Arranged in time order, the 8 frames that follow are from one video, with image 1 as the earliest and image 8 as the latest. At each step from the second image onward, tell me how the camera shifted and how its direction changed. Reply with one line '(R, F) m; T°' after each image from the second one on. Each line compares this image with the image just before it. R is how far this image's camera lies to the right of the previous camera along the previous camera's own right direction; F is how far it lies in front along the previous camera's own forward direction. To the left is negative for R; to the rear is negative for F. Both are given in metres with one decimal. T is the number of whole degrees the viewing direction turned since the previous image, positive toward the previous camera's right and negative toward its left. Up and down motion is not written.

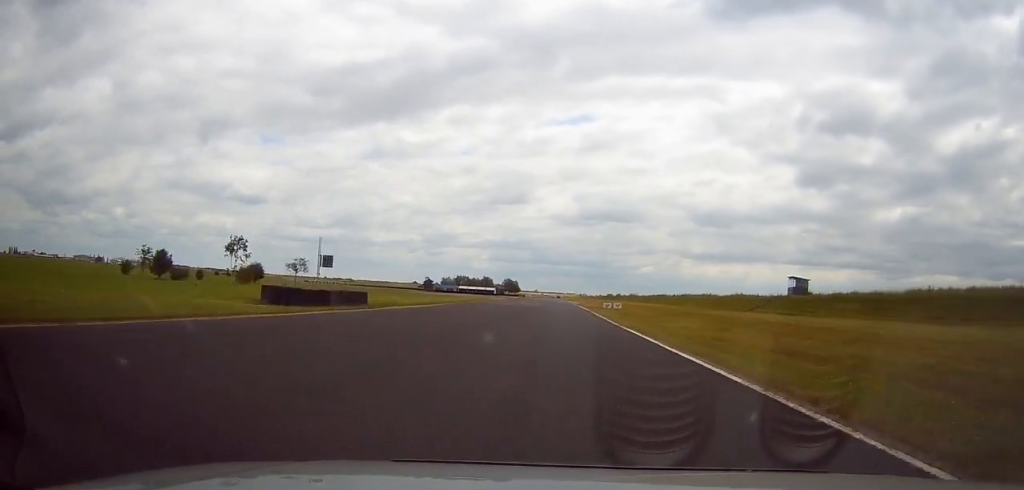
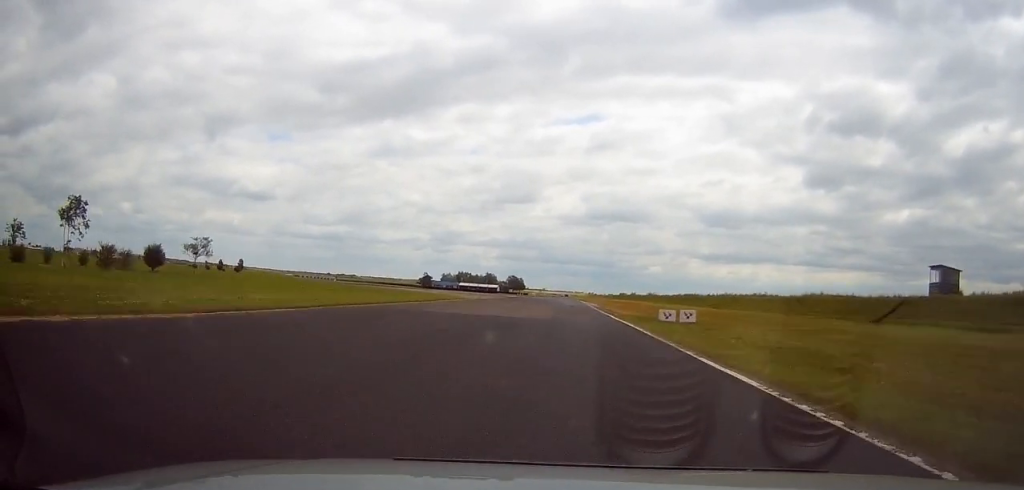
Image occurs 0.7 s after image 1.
(-0.5, +34.1) m; 0°
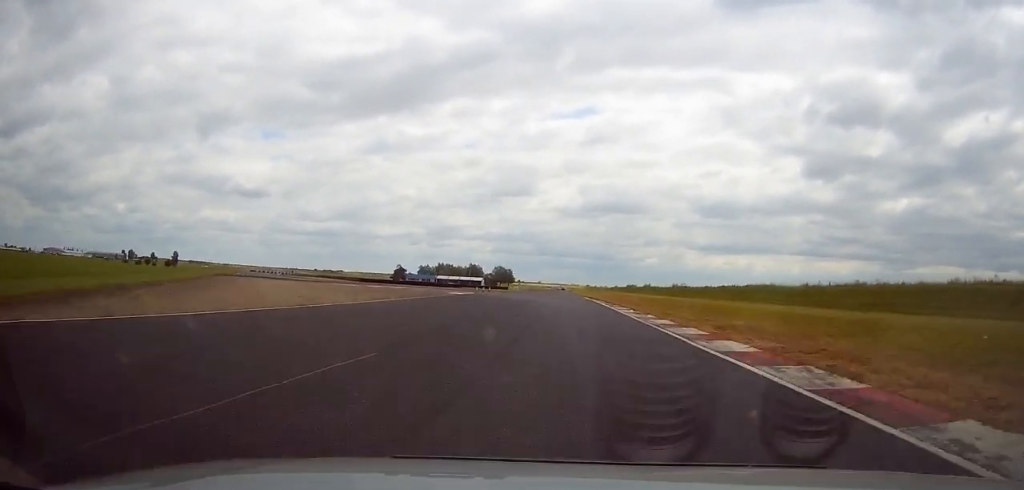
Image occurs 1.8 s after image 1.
(0.0, +62.1) m; 0°
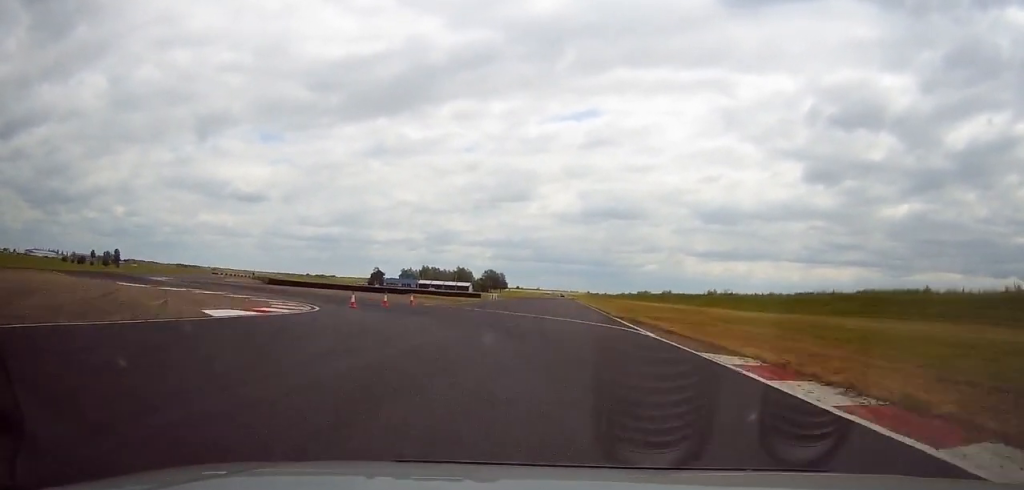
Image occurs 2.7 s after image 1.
(0.0, +46.7) m; 0°
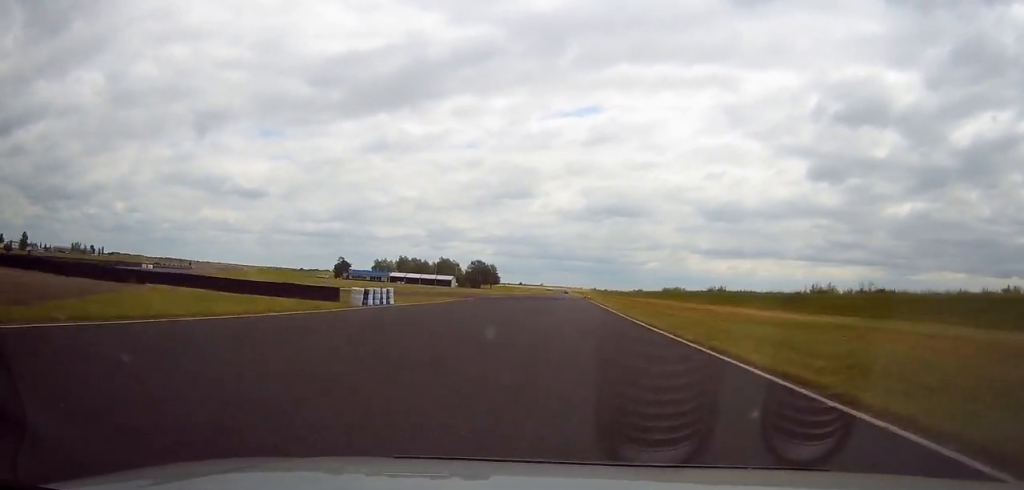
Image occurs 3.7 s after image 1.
(-0.1, +59.5) m; 0°
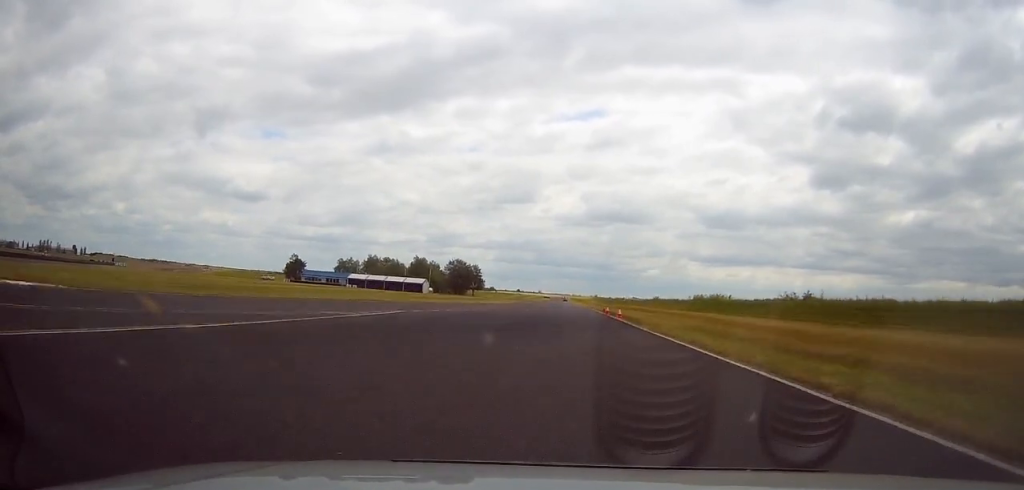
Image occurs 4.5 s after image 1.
(0.0, +50.0) m; 0°
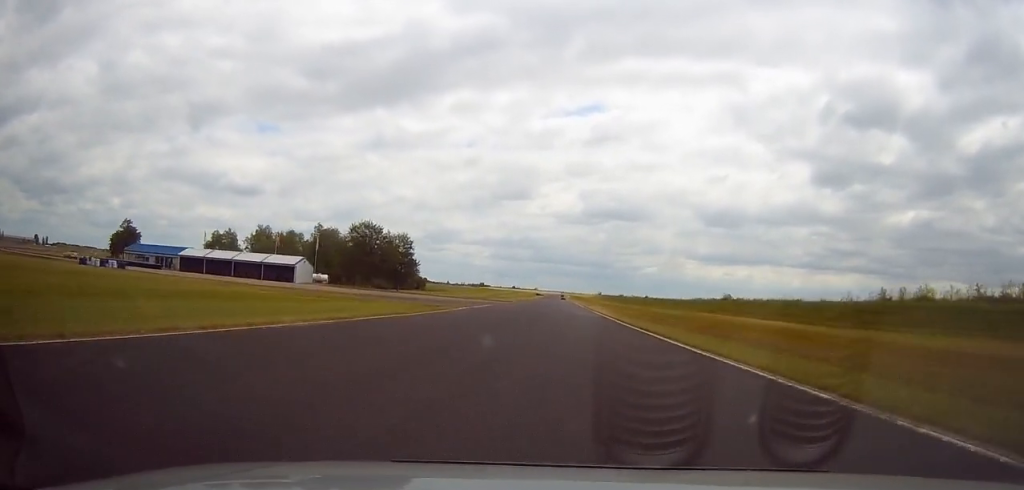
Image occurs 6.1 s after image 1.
(-0.2, +97.3) m; 0°
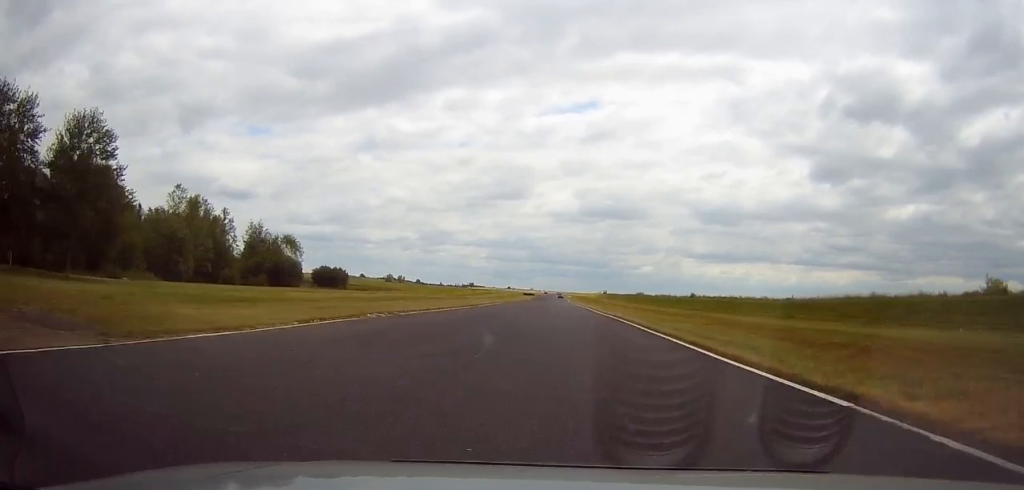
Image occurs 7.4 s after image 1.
(+0.5, +85.6) m; 0°
